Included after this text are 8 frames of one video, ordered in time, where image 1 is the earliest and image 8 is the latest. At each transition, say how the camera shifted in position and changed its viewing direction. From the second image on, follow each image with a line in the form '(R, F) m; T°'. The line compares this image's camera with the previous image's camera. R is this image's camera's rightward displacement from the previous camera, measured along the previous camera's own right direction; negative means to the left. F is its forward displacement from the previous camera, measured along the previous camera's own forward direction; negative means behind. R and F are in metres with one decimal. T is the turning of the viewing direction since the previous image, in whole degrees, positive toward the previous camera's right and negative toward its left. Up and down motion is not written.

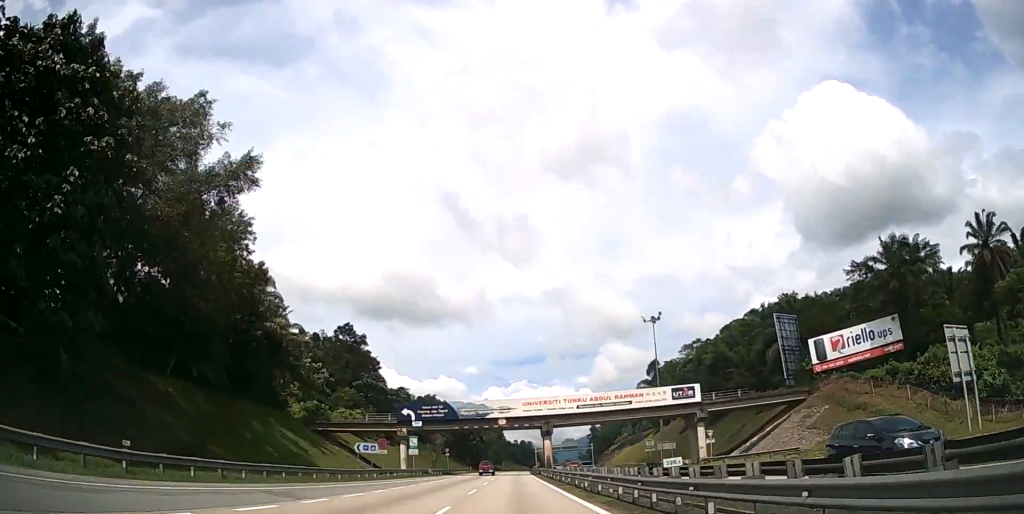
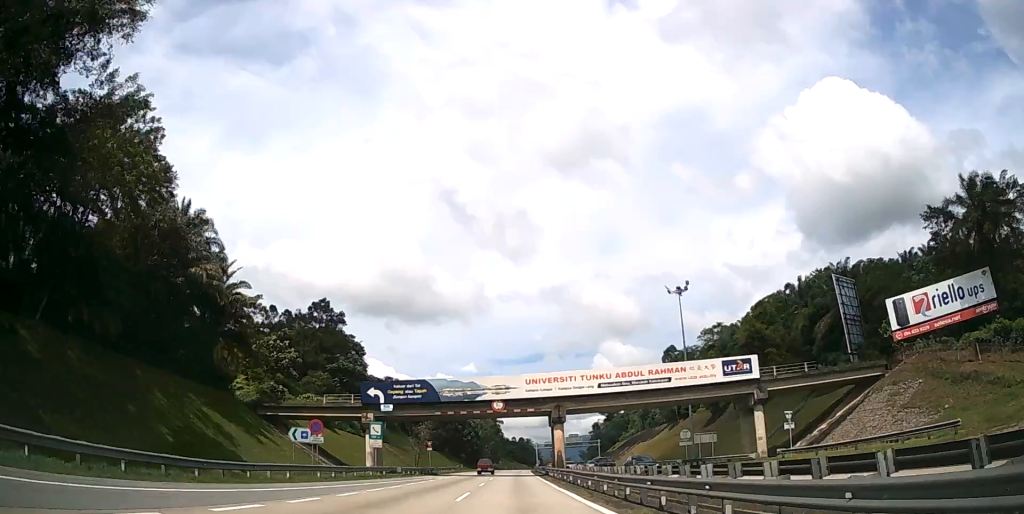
(0.0, +16.9) m; 0°
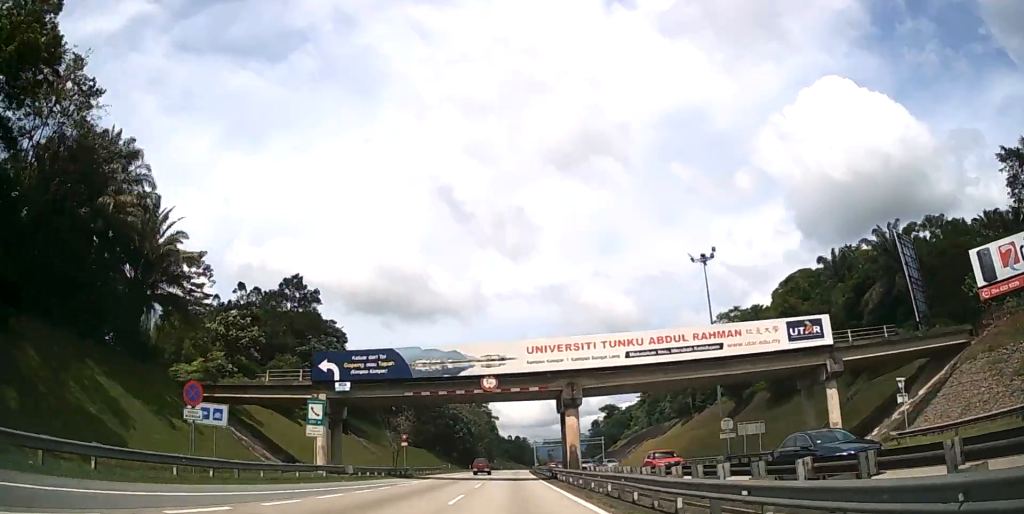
(0.0, +13.5) m; 0°
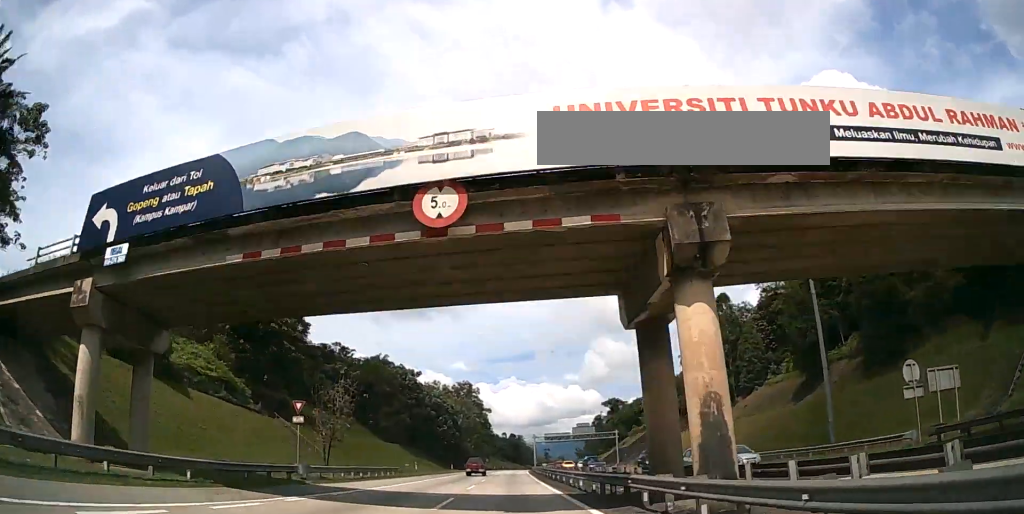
(0.0, +25.9) m; 0°
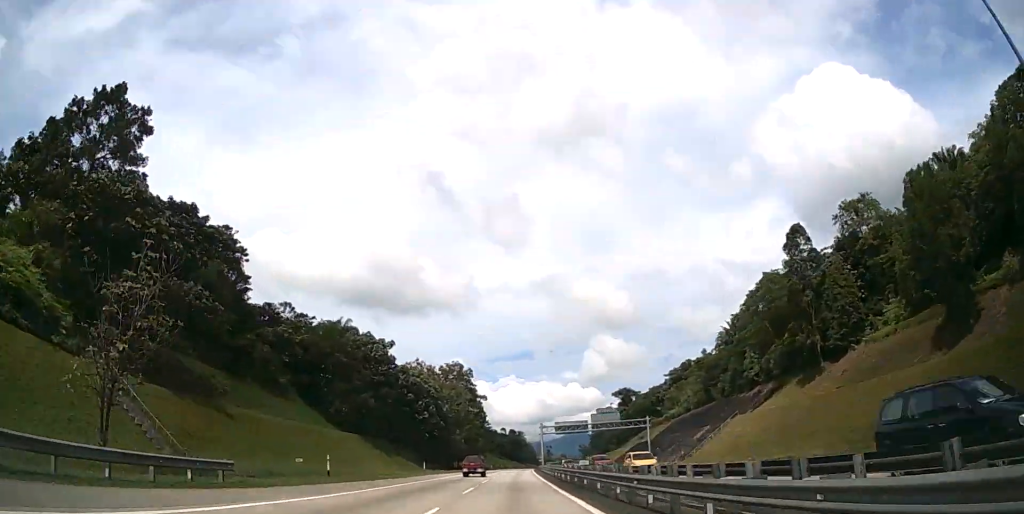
(+0.2, +28.3) m; 0°
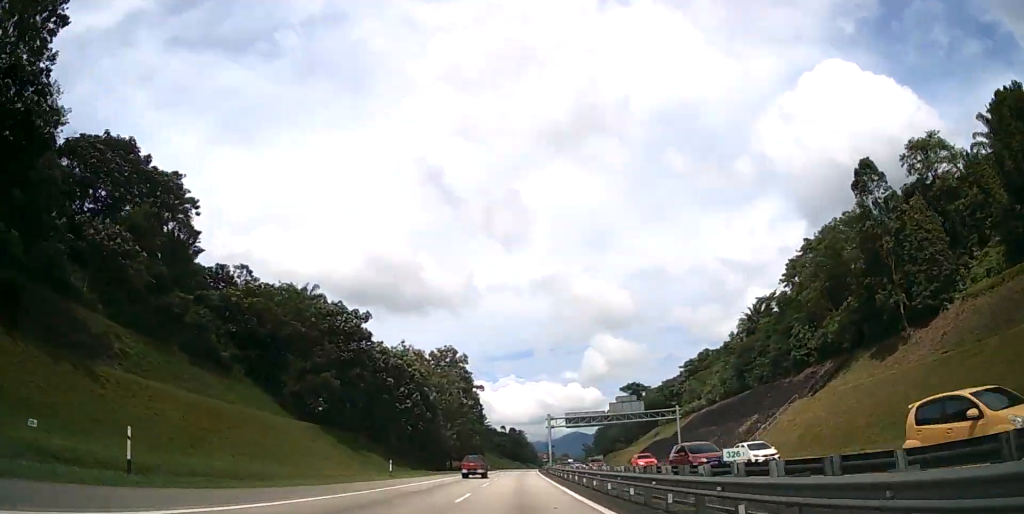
(0.0, +17.0) m; 0°
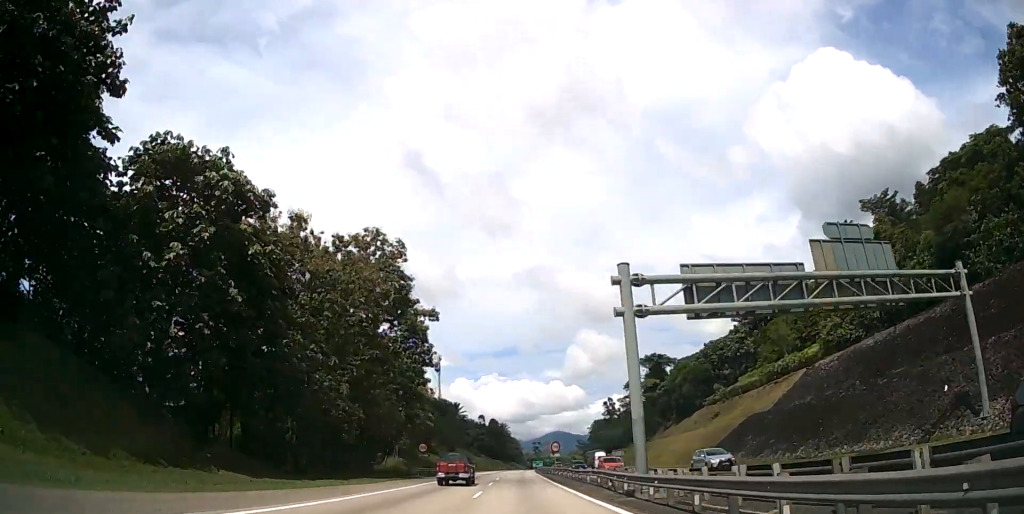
(+0.5, +56.9) m; +1°
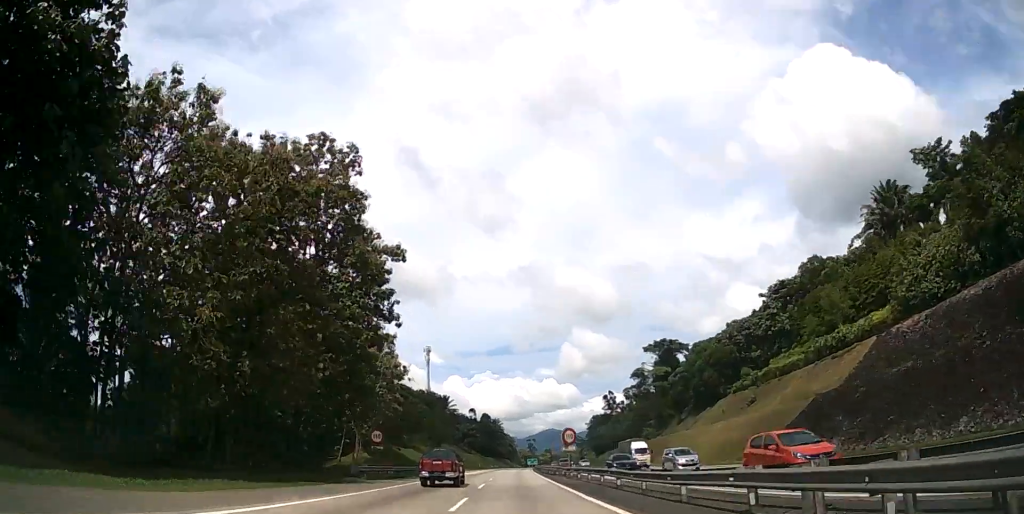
(+0.1, +18.2) m; 0°
